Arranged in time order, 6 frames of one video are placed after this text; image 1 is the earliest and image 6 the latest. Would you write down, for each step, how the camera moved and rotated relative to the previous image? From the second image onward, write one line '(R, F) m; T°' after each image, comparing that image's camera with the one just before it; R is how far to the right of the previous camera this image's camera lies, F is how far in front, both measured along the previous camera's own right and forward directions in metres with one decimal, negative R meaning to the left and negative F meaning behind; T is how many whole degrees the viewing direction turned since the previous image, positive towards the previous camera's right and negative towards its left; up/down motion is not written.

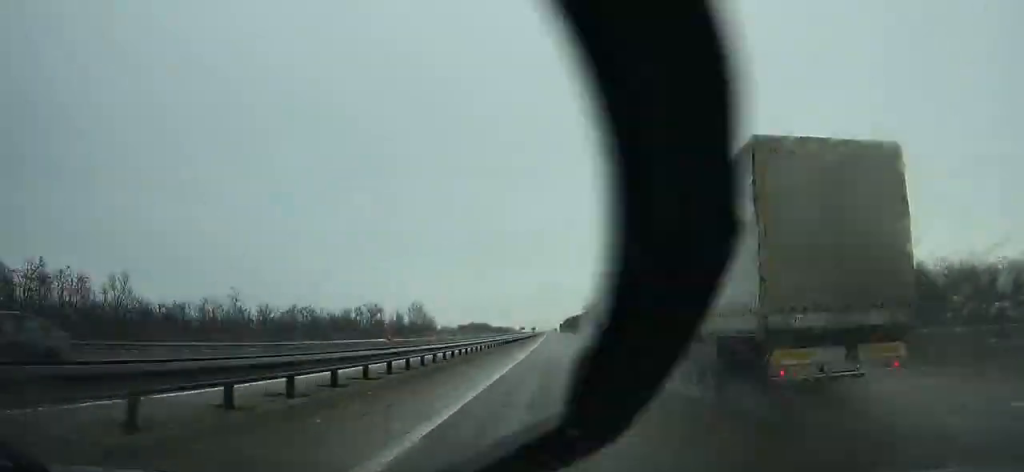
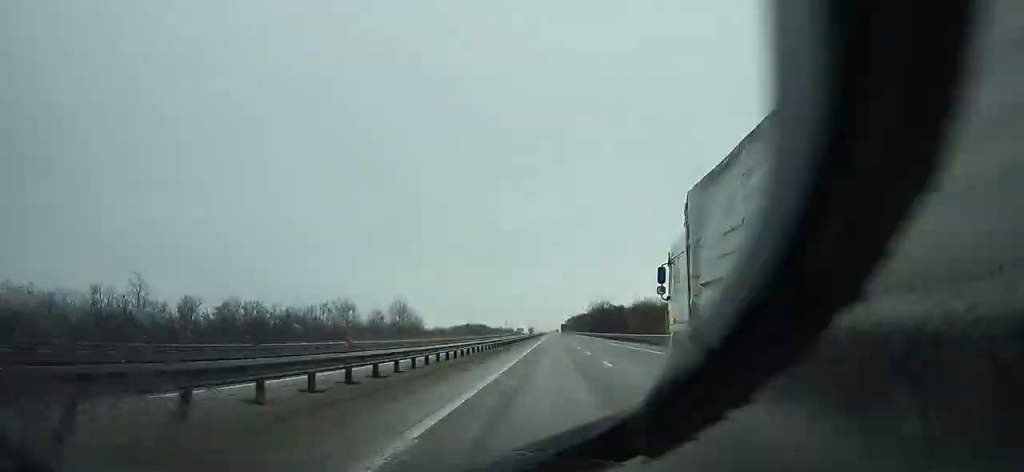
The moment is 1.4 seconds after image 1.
(-0.2, +37.8) m; 0°
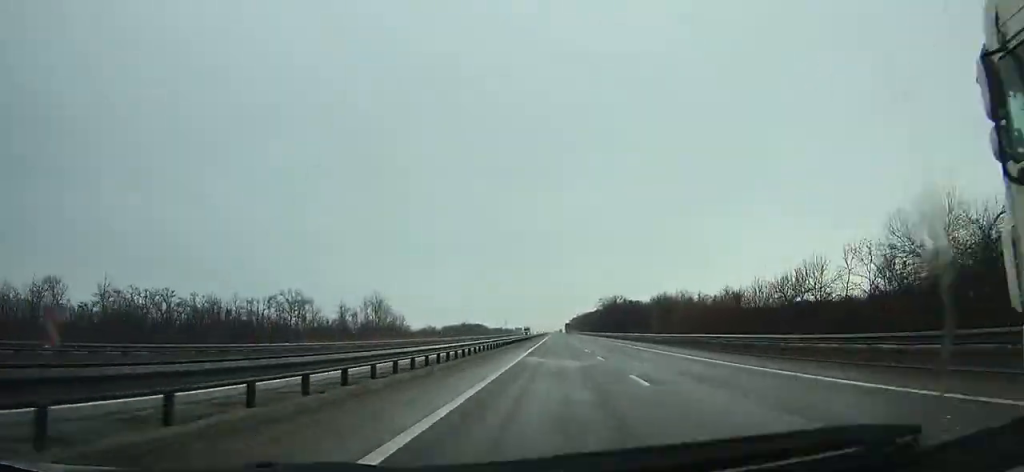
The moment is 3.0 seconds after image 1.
(0.0, +42.7) m; 0°
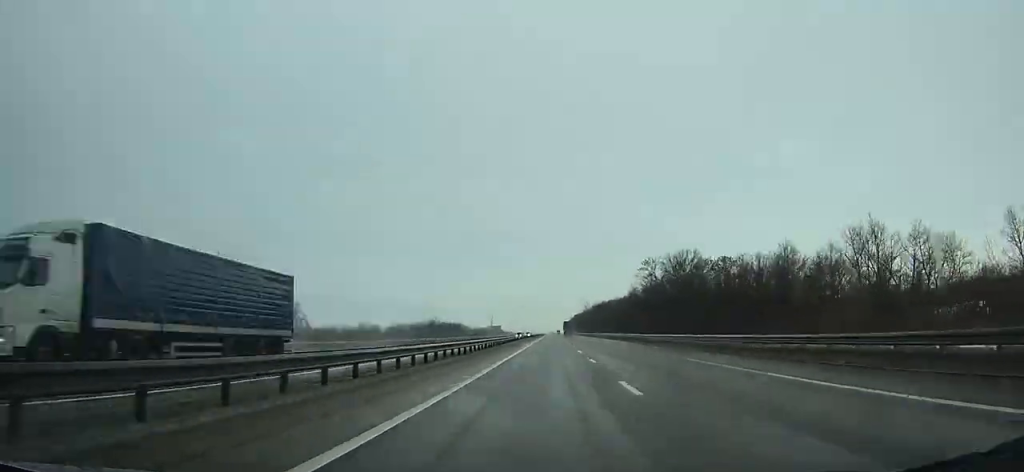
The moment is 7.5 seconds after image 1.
(+0.1, +118.6) m; 0°
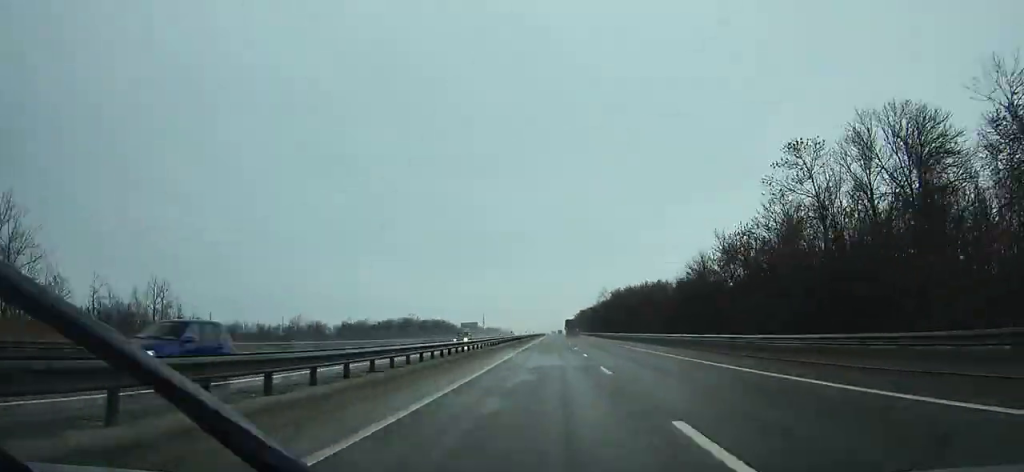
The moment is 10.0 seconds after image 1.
(-0.1, +65.7) m; 0°
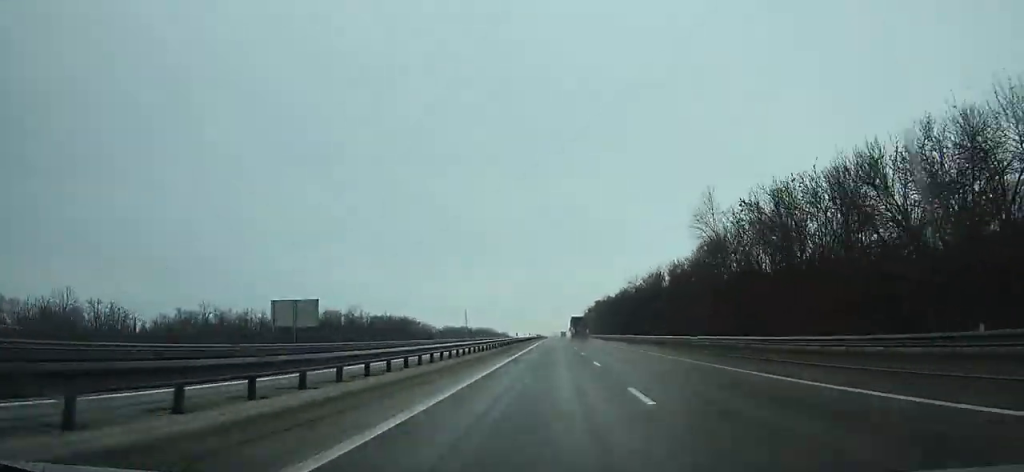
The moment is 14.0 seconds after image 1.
(+0.2, +110.1) m; +1°
